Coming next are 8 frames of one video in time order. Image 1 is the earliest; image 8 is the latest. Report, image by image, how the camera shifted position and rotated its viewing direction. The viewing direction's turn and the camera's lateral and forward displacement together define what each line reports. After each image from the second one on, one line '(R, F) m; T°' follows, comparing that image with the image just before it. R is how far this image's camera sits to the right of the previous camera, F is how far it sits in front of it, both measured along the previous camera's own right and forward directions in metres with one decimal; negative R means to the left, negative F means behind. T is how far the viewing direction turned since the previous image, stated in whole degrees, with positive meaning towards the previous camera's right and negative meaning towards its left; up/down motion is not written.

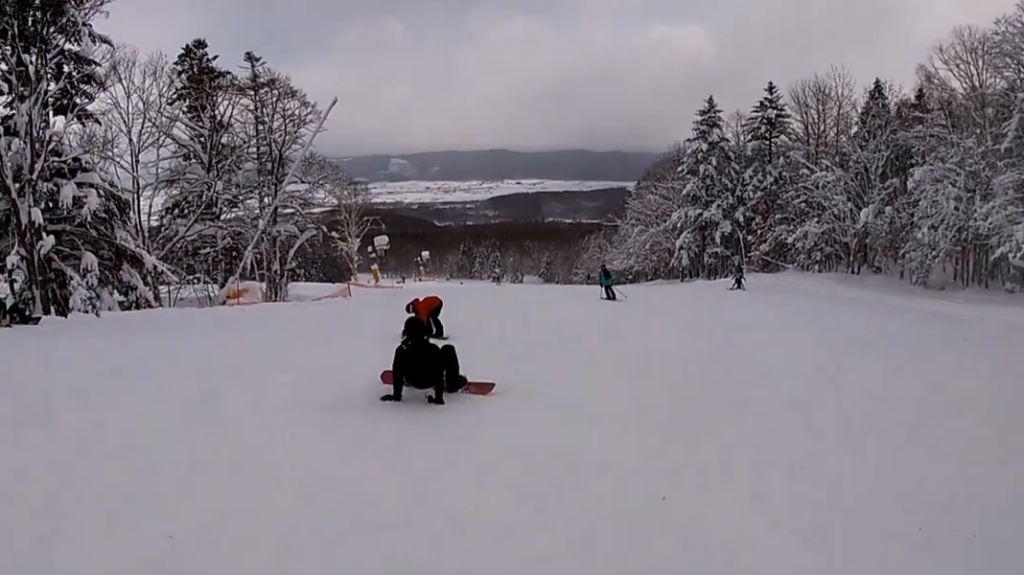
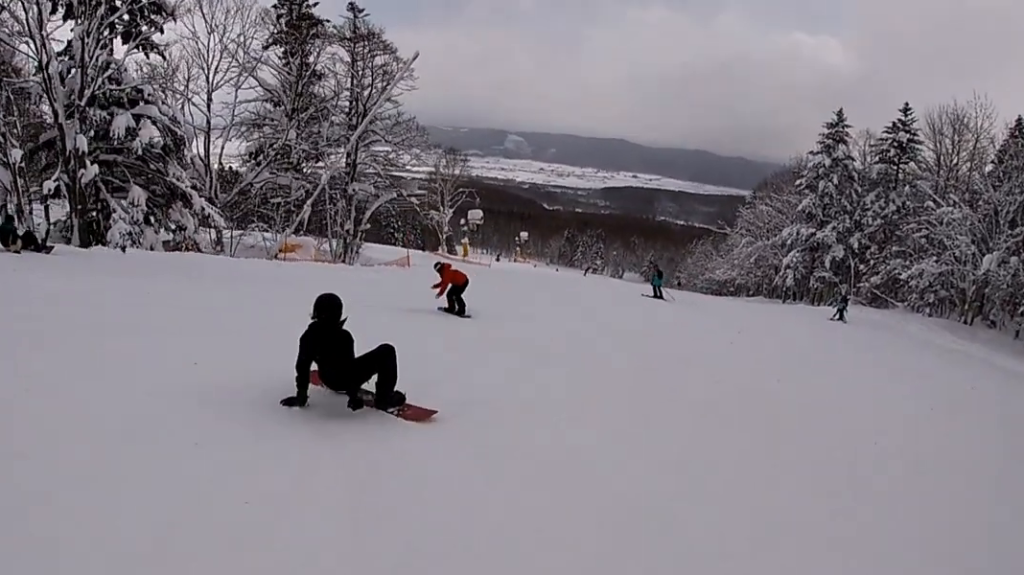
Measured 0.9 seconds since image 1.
(-0.1, +2.6) m; -1°
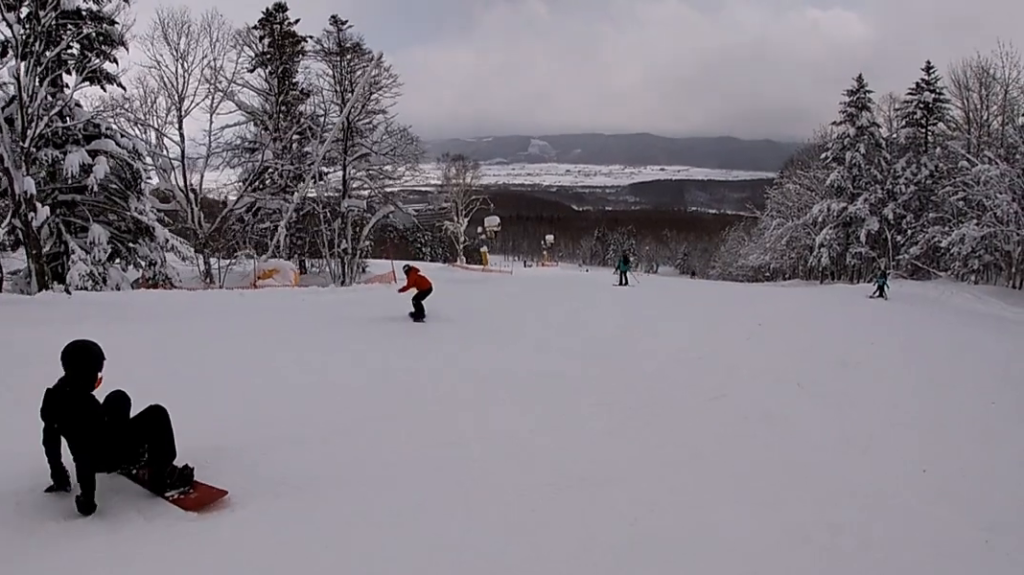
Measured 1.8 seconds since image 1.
(+0.3, +2.7) m; -3°
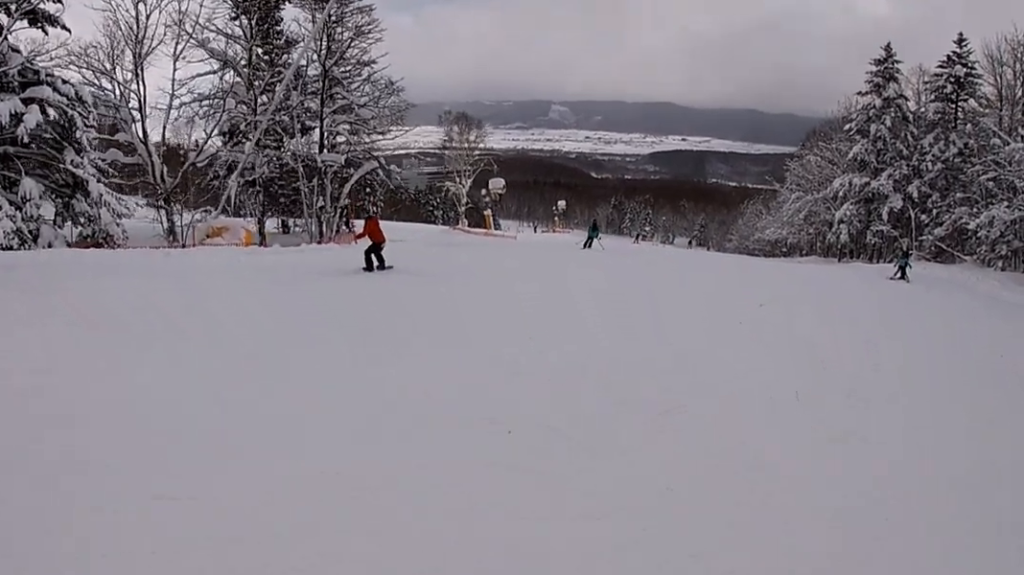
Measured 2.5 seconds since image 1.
(-0.7, +2.6) m; -6°
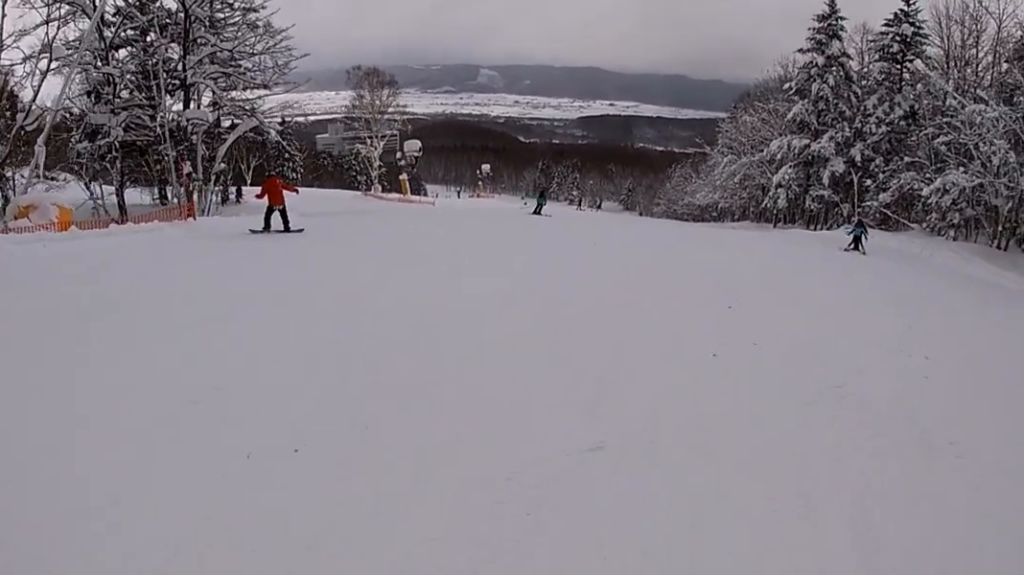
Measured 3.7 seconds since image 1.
(+0.3, +4.8) m; -8°
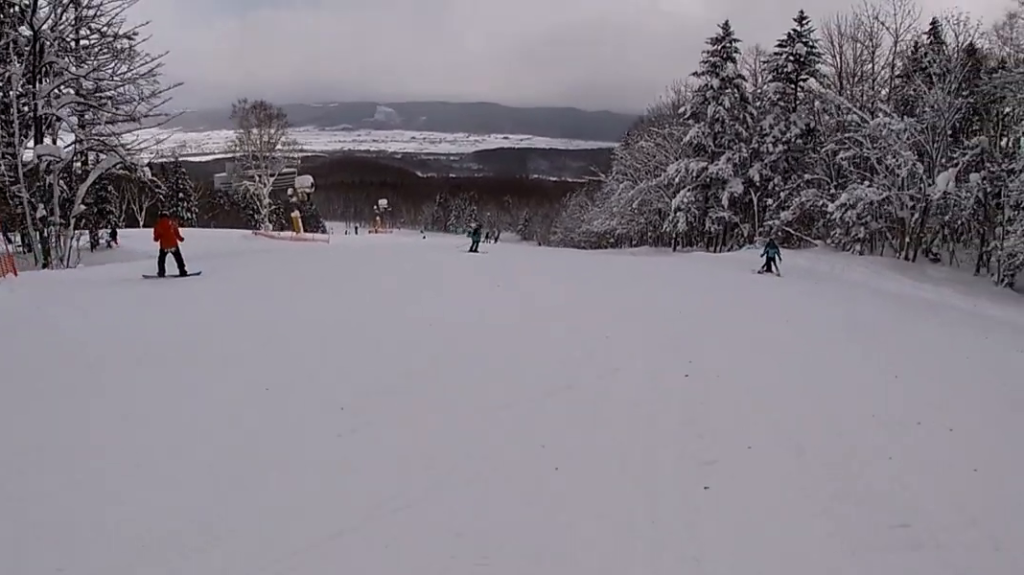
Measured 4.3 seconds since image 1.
(-0.7, +2.6) m; +1°
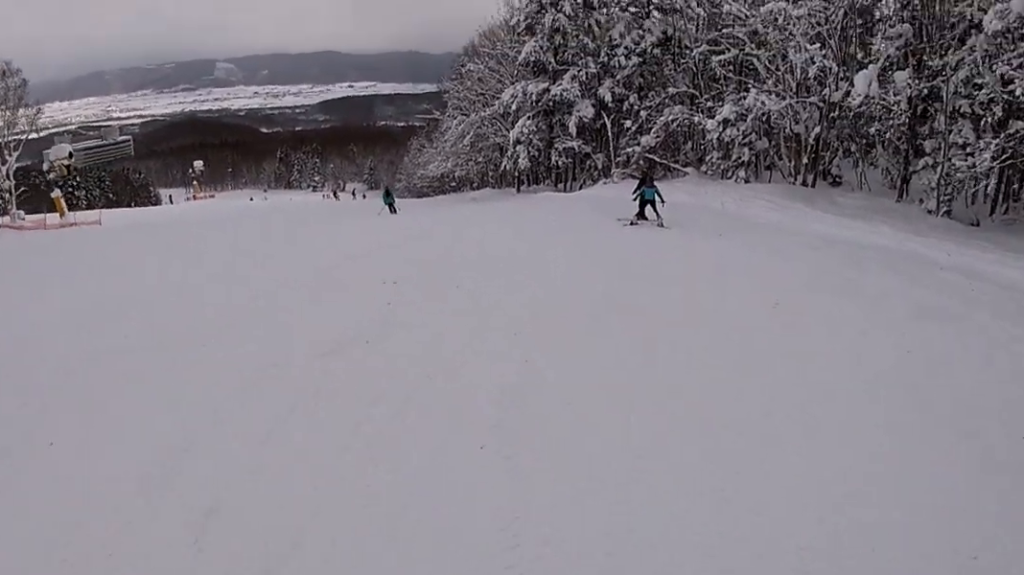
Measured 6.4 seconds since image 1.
(+2.3, +10.5) m; +16°
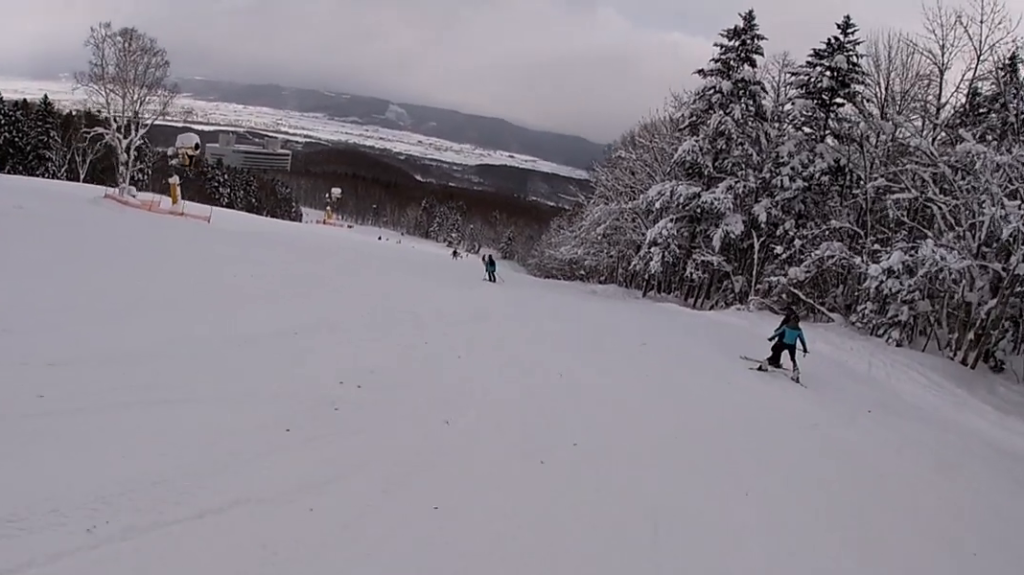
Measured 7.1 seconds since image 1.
(0.0, +3.7) m; -9°
